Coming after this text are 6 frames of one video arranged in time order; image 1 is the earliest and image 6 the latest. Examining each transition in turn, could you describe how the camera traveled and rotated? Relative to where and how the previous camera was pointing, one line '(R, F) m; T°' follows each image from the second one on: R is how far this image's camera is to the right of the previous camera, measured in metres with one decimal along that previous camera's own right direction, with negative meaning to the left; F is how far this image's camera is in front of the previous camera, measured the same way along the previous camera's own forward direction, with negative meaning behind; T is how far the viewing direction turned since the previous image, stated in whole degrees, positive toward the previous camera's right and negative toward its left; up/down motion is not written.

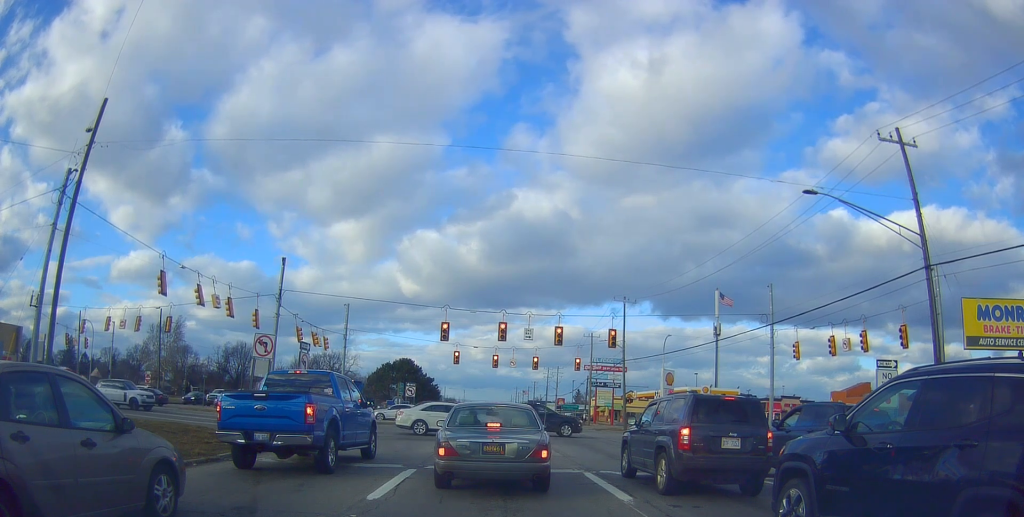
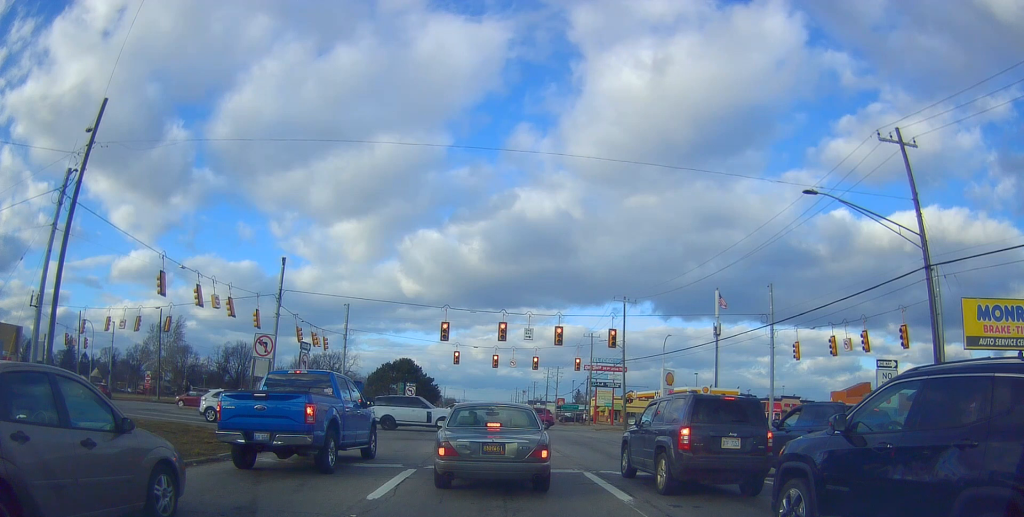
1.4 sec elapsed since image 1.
(0.0, +0.3) m; 0°
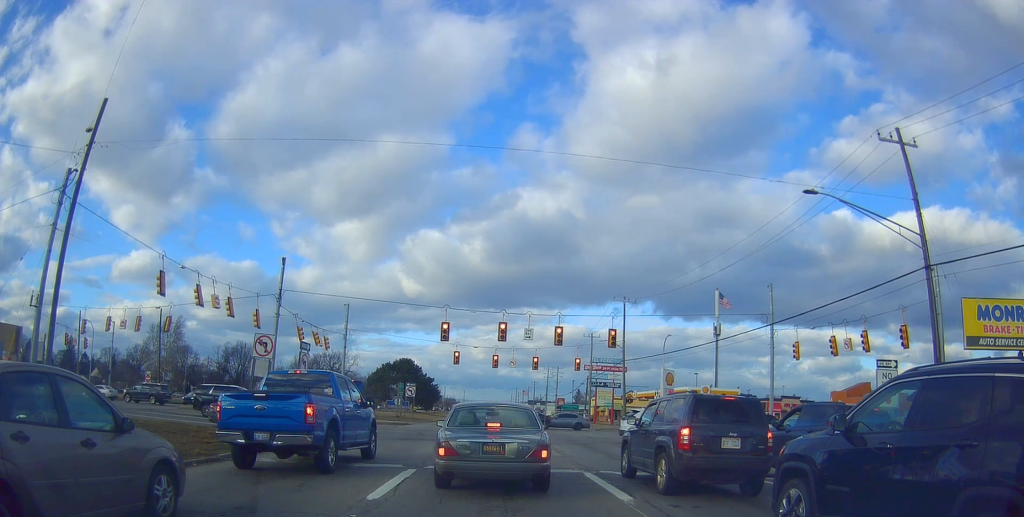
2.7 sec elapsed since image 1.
(0.0, +0.2) m; 0°
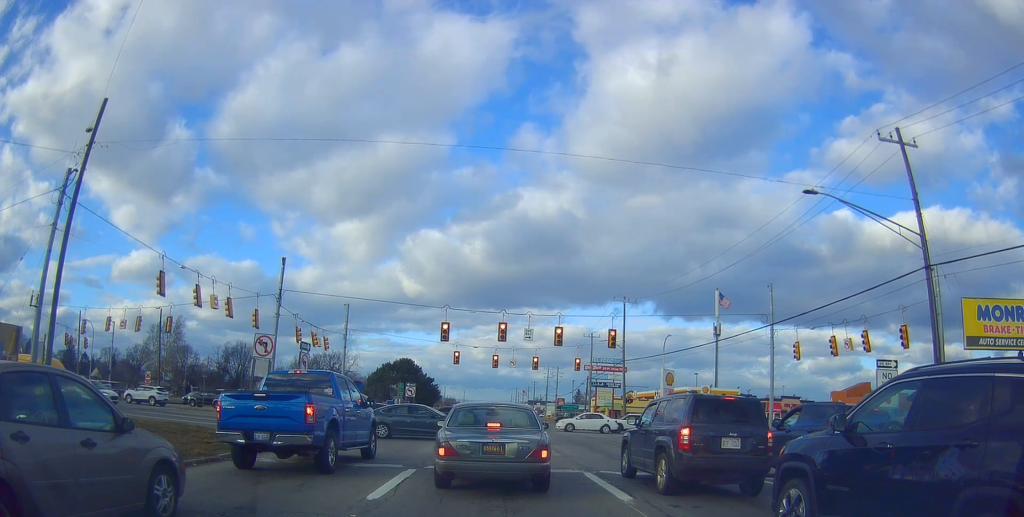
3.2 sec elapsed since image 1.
(0.0, +0.1) m; 0°
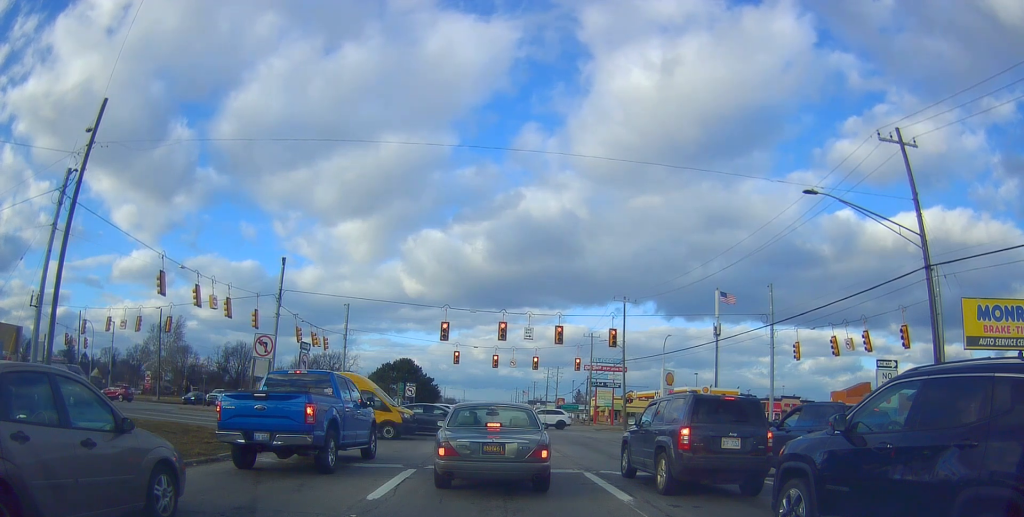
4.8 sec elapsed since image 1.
(0.0, +0.2) m; 0°
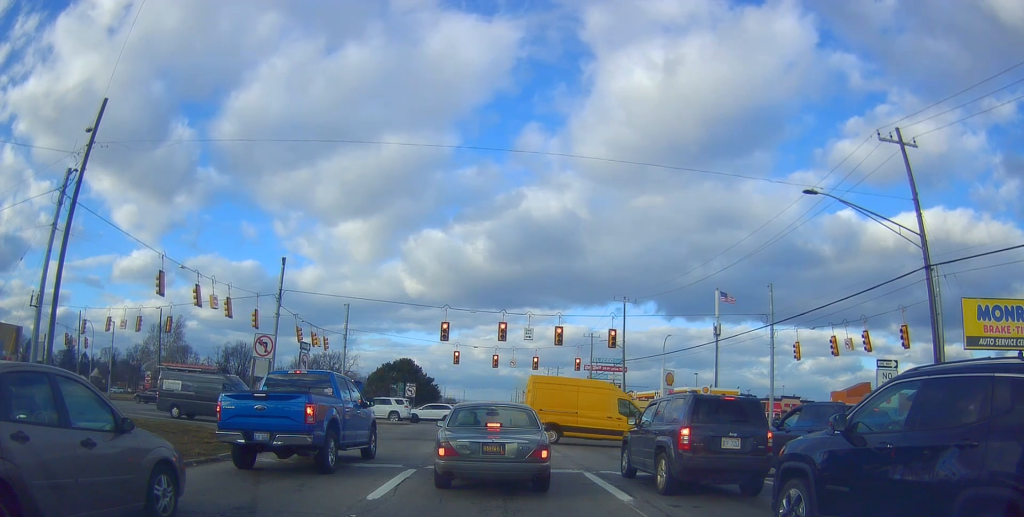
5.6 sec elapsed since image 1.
(0.0, +0.1) m; 0°
